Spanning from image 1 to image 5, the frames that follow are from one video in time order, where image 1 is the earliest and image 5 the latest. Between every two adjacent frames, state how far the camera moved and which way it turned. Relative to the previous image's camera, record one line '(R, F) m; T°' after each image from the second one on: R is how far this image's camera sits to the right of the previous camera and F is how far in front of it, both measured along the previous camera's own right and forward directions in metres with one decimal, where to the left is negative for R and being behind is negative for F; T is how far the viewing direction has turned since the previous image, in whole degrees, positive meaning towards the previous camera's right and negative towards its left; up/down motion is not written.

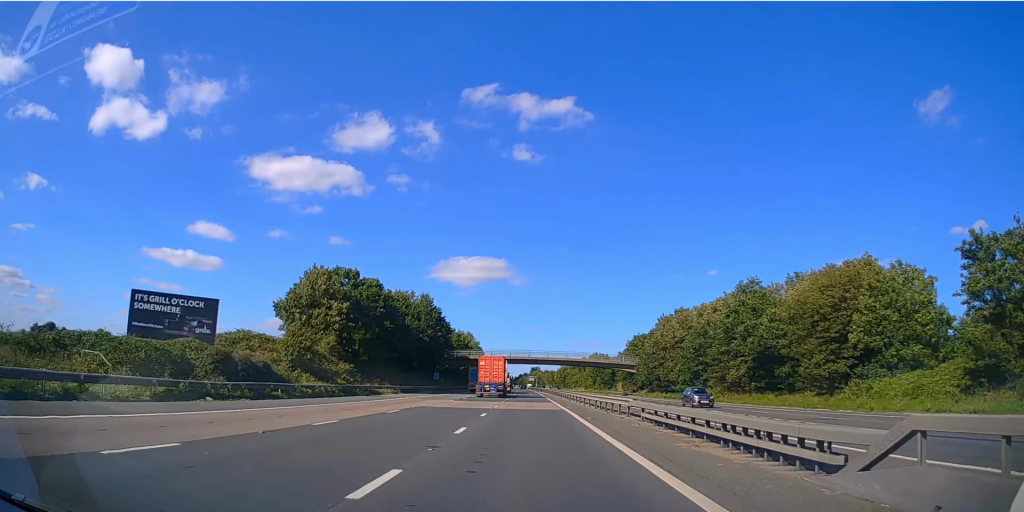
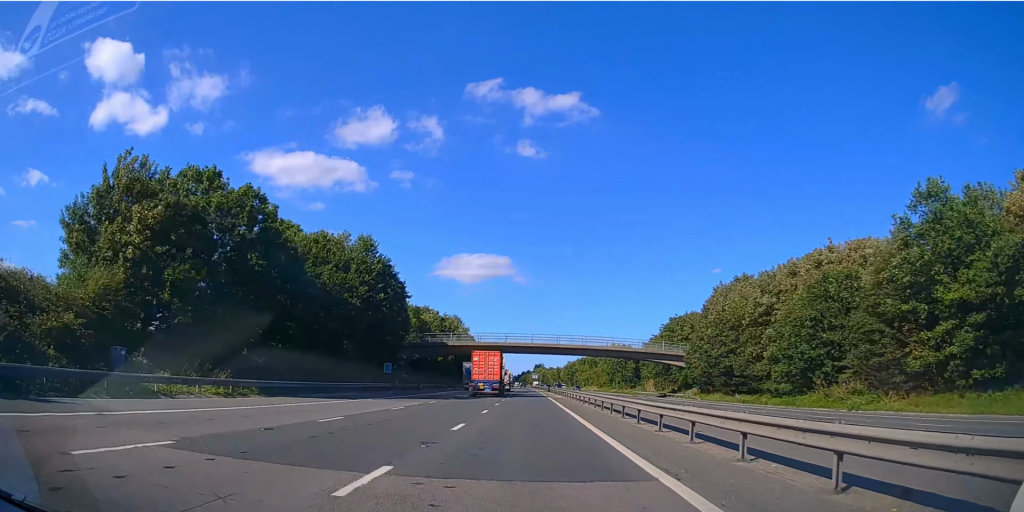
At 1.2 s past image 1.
(-0.3, +35.5) m; -1°
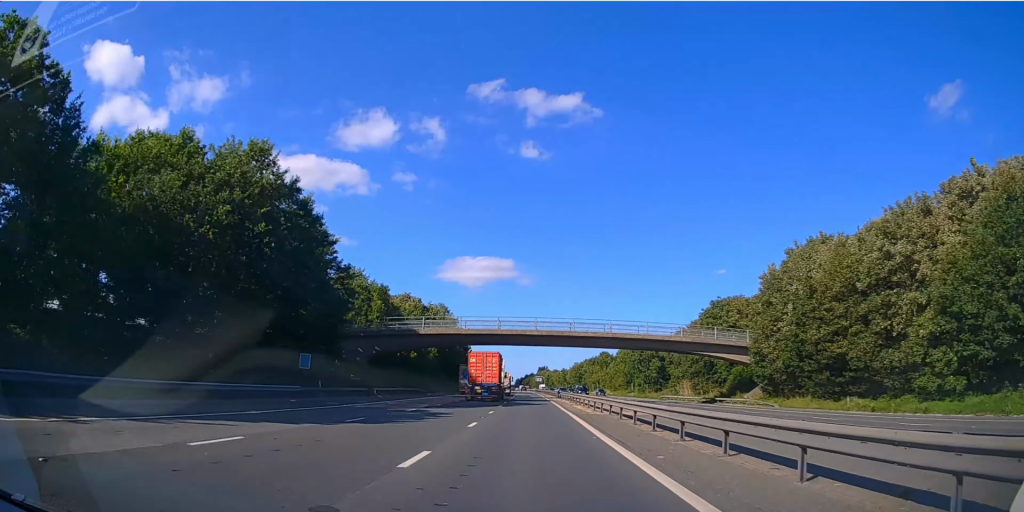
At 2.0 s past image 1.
(0.0, +23.7) m; 0°
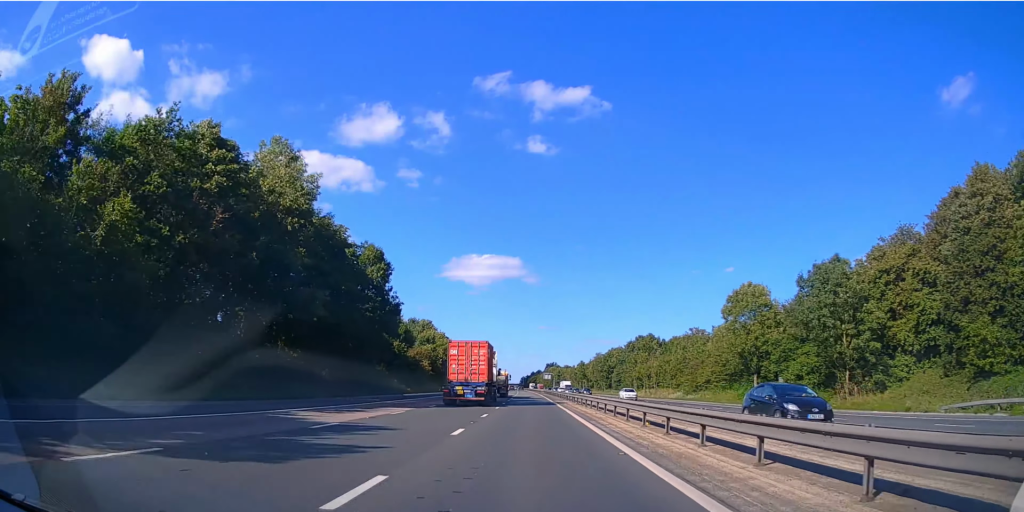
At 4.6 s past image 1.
(-0.6, +76.2) m; -1°
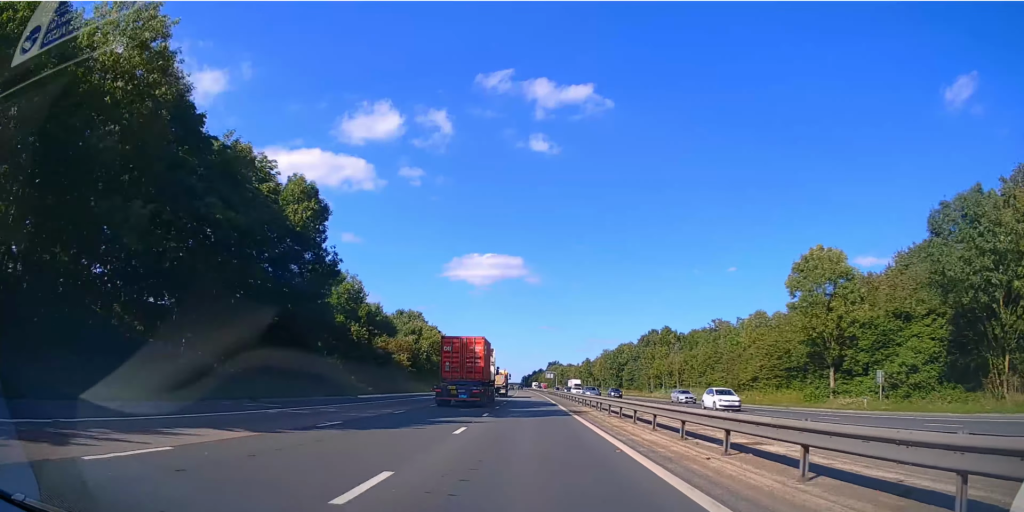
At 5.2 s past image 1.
(-0.1, +17.8) m; 0°
